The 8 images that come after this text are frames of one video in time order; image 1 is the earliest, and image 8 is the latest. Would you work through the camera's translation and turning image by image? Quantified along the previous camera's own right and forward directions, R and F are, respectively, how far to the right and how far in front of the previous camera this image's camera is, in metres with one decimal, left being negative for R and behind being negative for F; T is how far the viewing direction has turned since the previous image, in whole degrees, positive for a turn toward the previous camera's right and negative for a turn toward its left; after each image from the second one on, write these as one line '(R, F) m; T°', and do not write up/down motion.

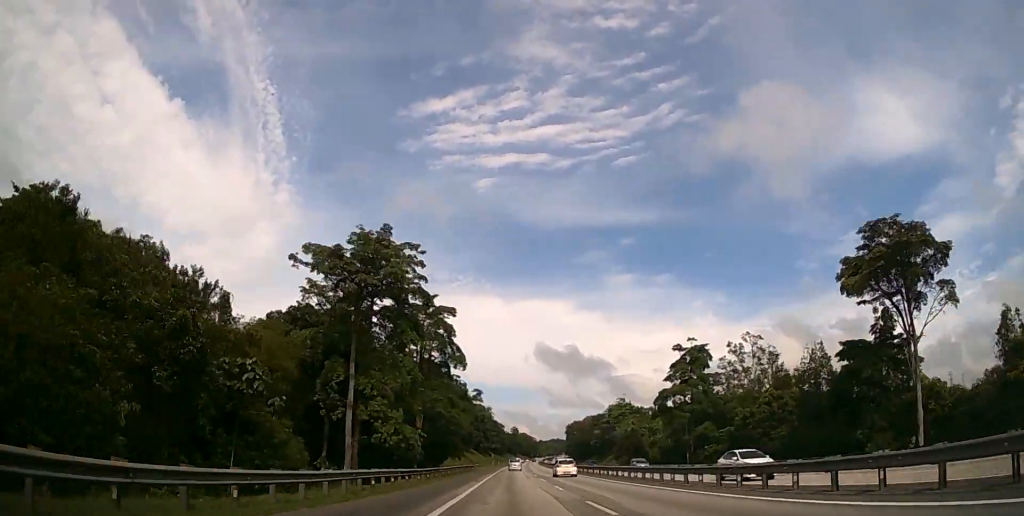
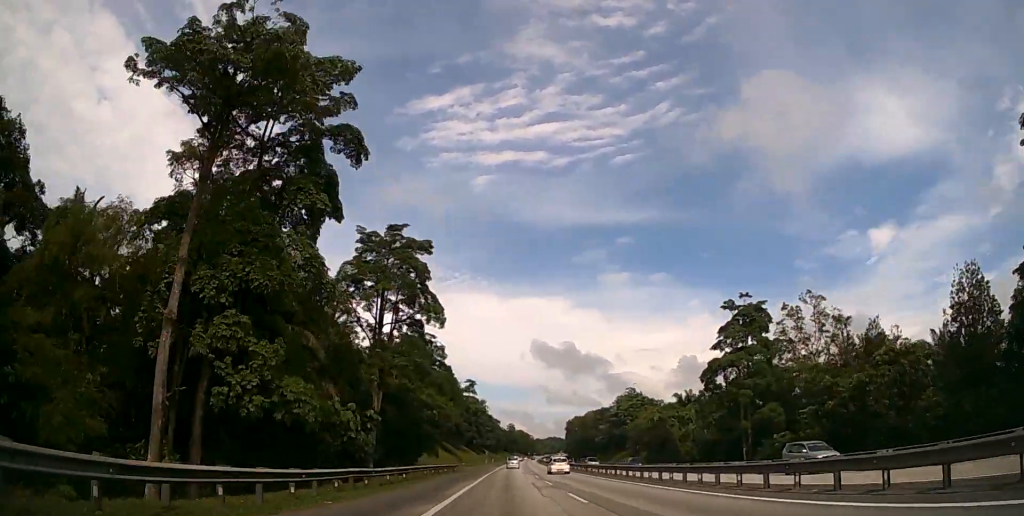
(+0.1, +20.5) m; 0°
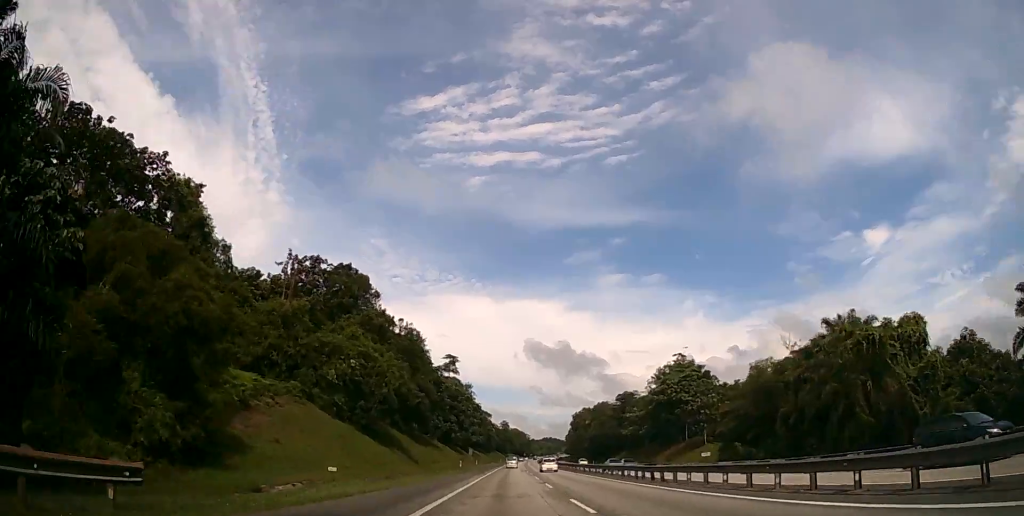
(+0.2, +51.4) m; +1°
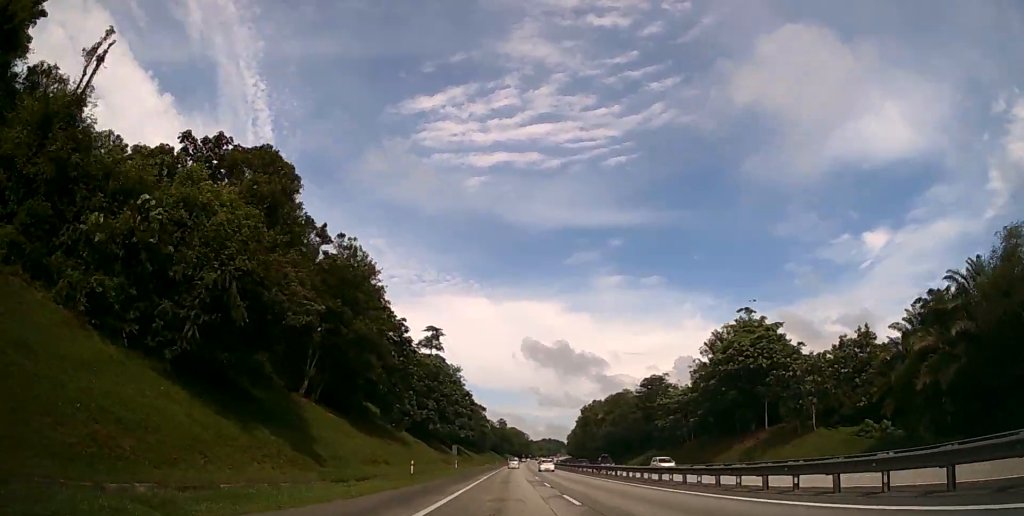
(+0.1, +33.0) m; 0°
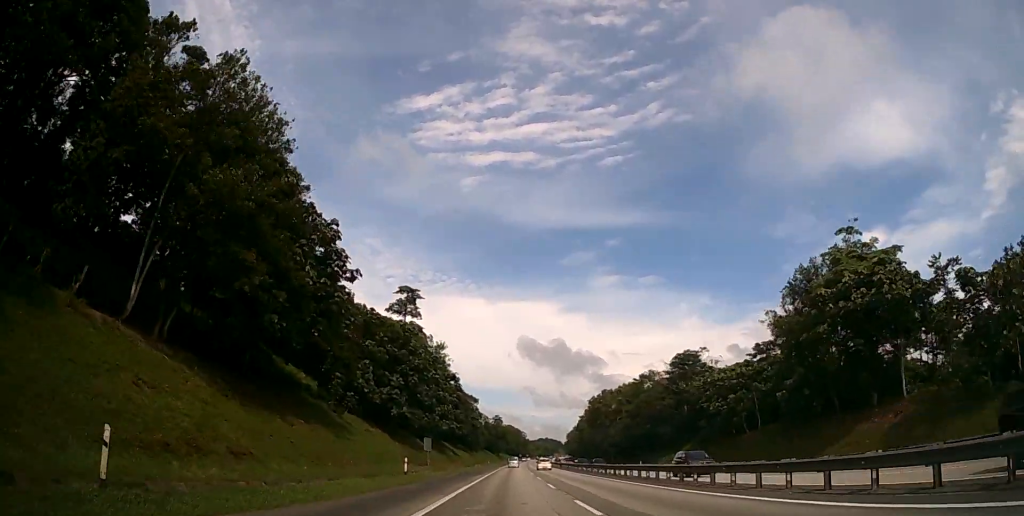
(+0.1, +27.7) m; 0°
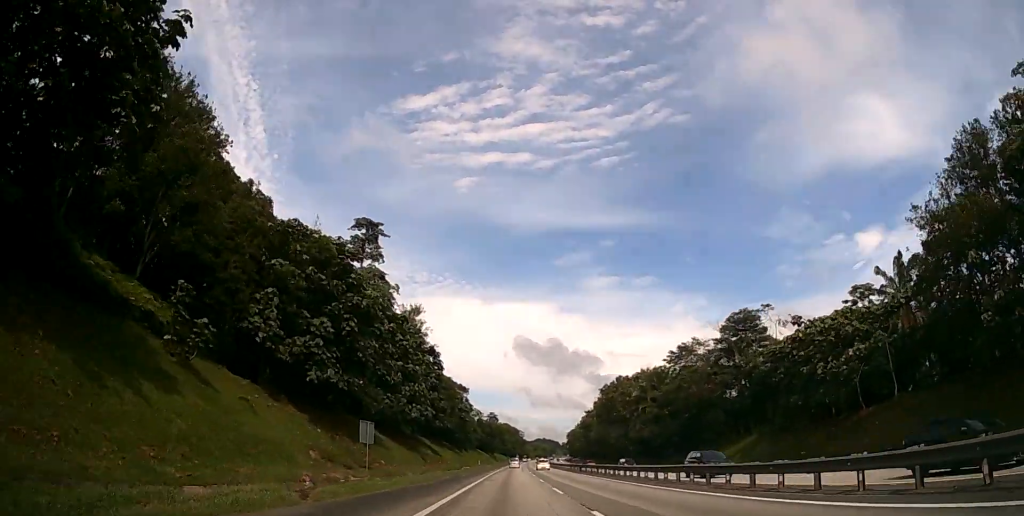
(+0.1, +27.6) m; 0°
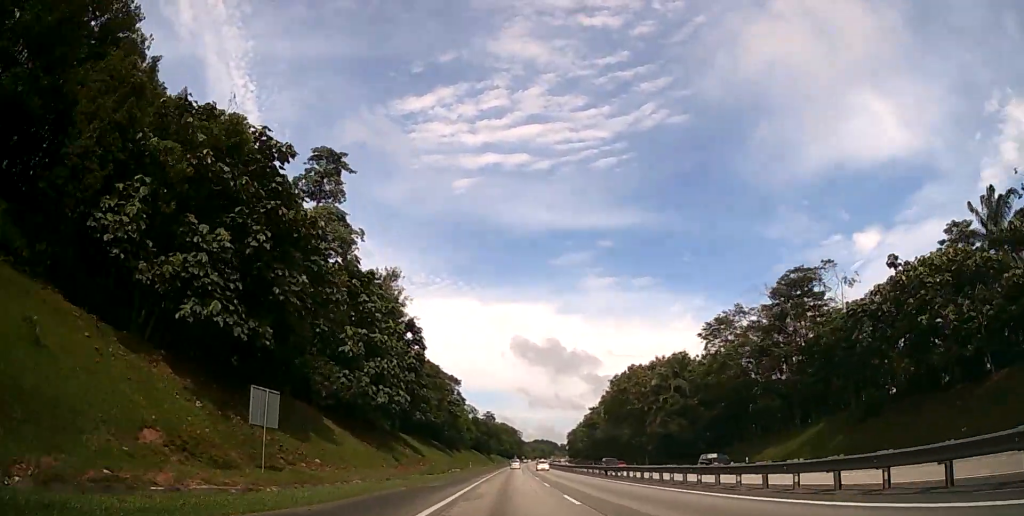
(0.0, +17.0) m; 0°
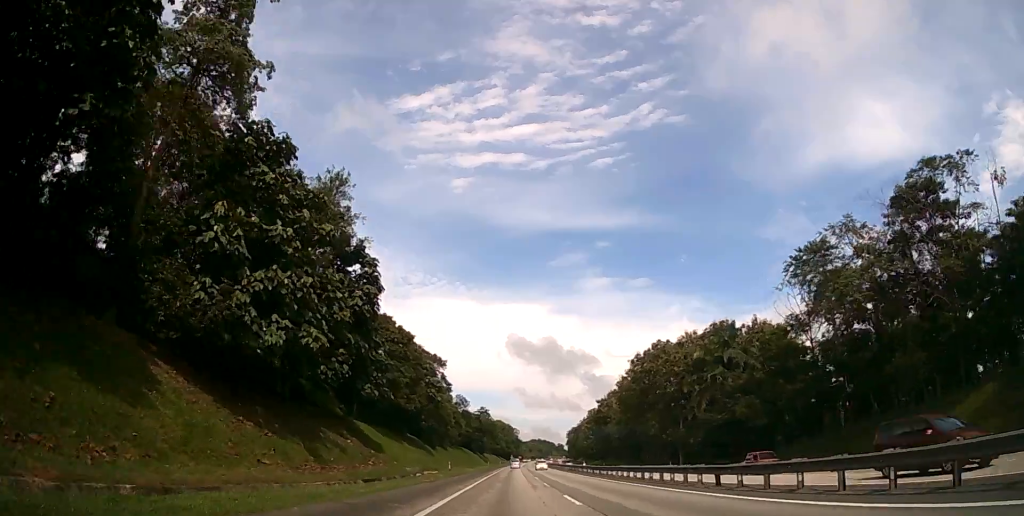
(+0.1, +24.4) m; 0°
